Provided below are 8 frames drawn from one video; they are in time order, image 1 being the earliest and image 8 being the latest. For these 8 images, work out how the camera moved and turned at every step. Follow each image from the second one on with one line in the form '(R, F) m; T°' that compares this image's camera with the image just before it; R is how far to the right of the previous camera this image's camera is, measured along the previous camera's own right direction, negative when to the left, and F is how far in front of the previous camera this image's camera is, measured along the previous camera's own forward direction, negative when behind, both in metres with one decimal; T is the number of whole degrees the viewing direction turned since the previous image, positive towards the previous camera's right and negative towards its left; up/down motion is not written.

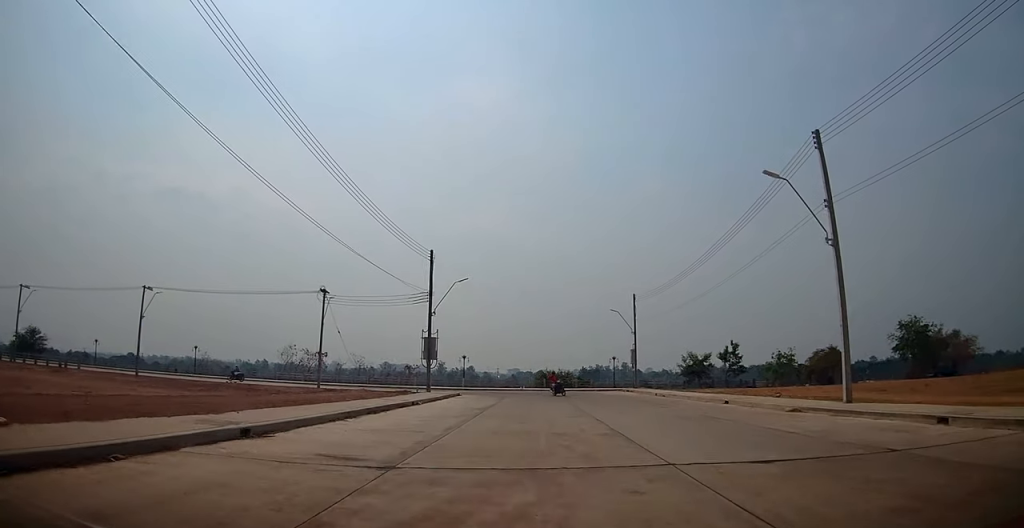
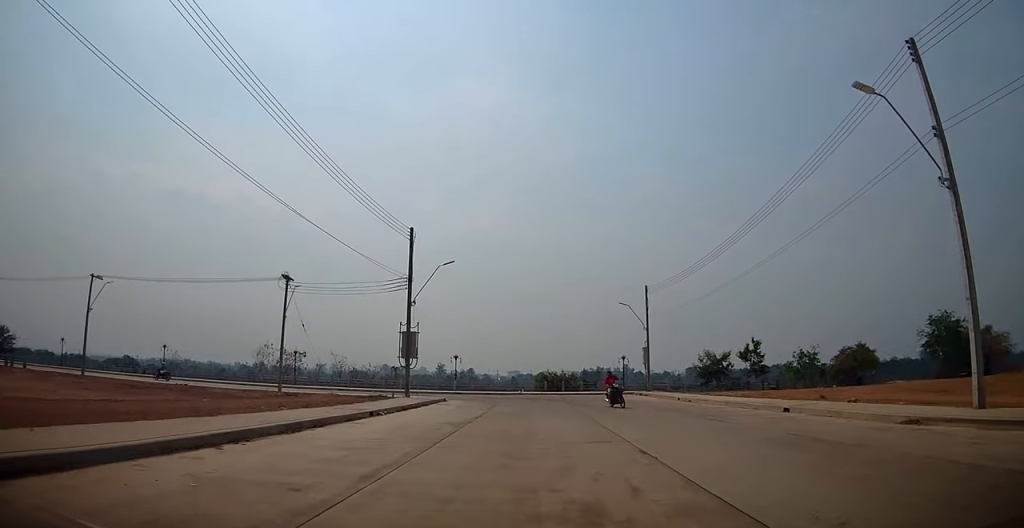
(+0.2, +7.1) m; +1°
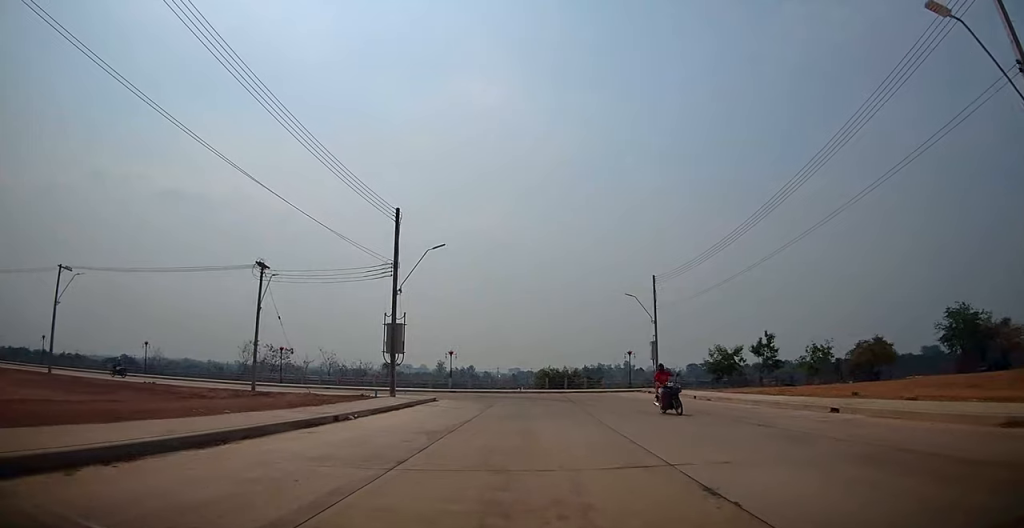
(+0.2, +3.8) m; +1°
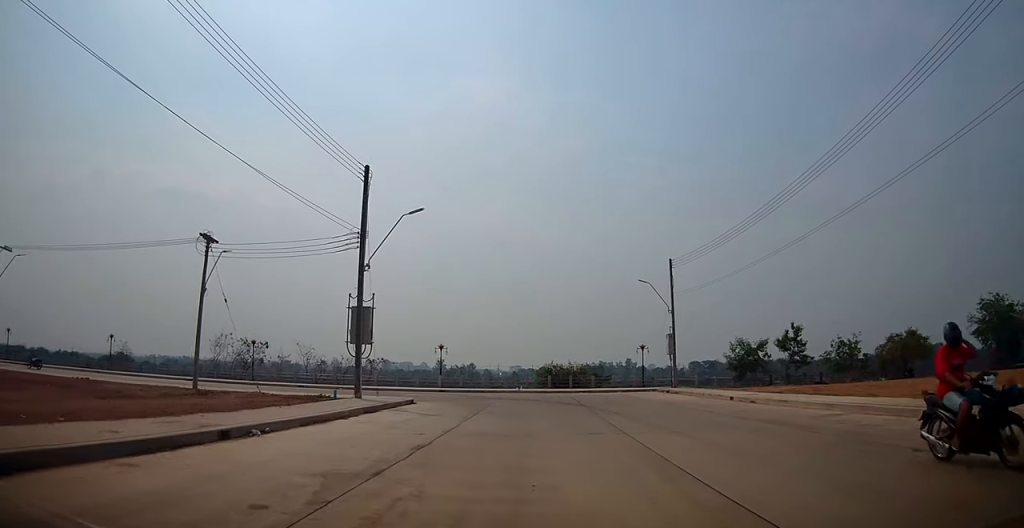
(-0.1, +6.6) m; +2°
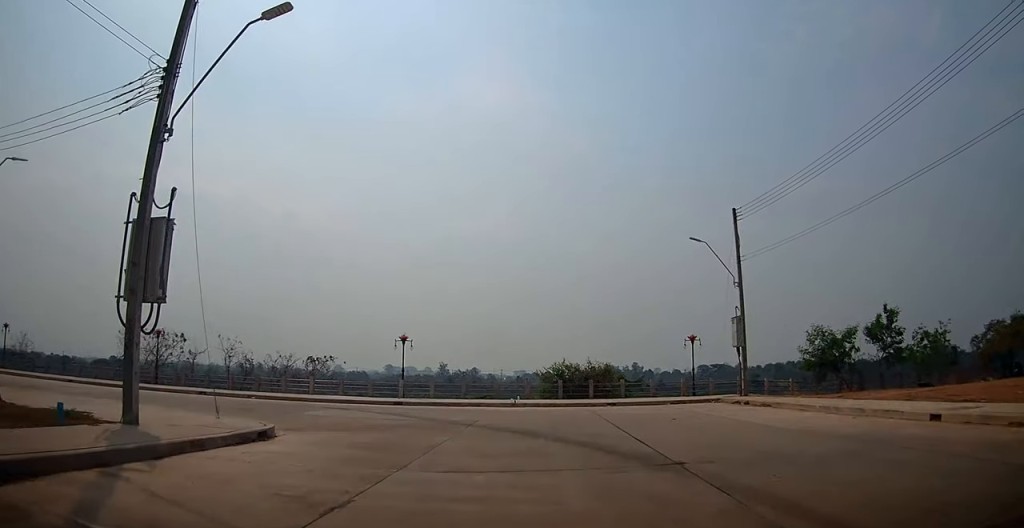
(-0.1, +16.4) m; -4°
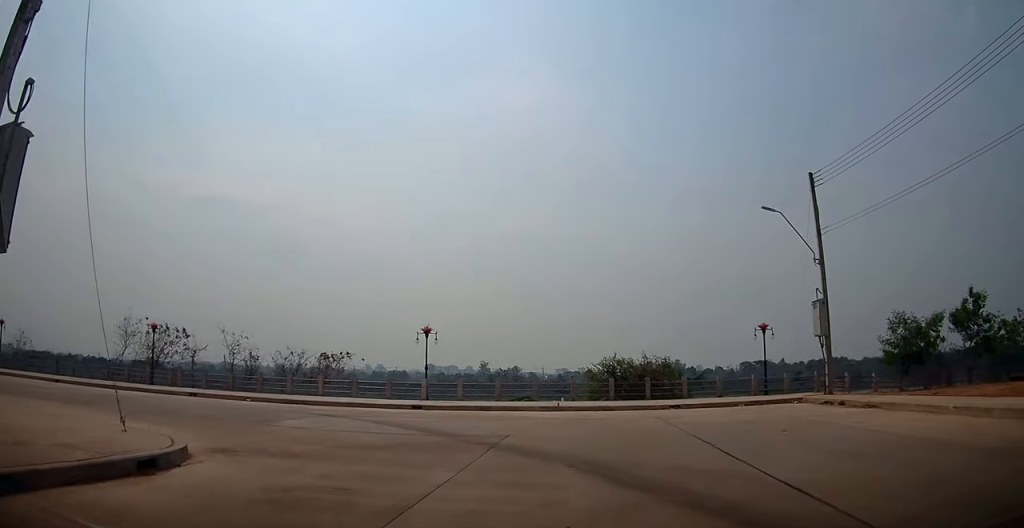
(-0.1, +5.5) m; -2°
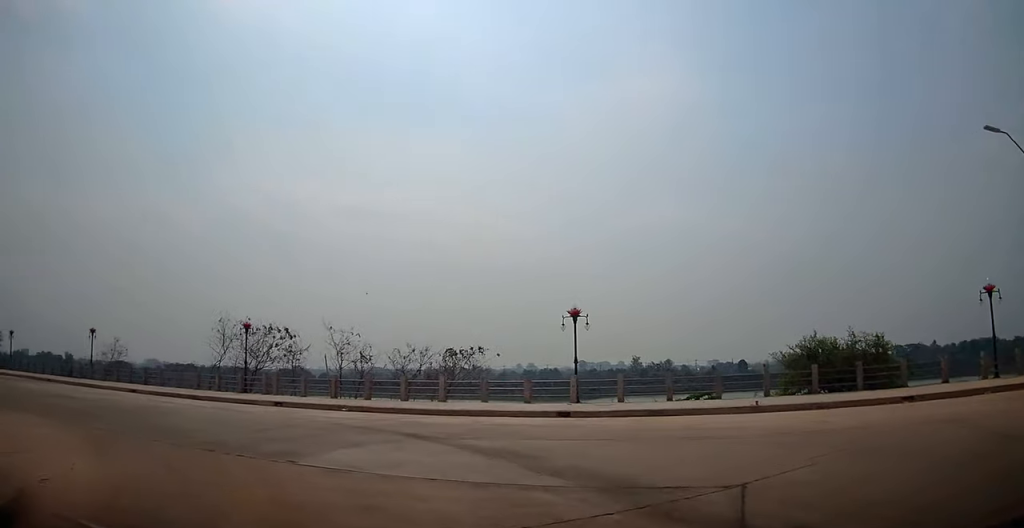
(-0.1, +6.7) m; -5°
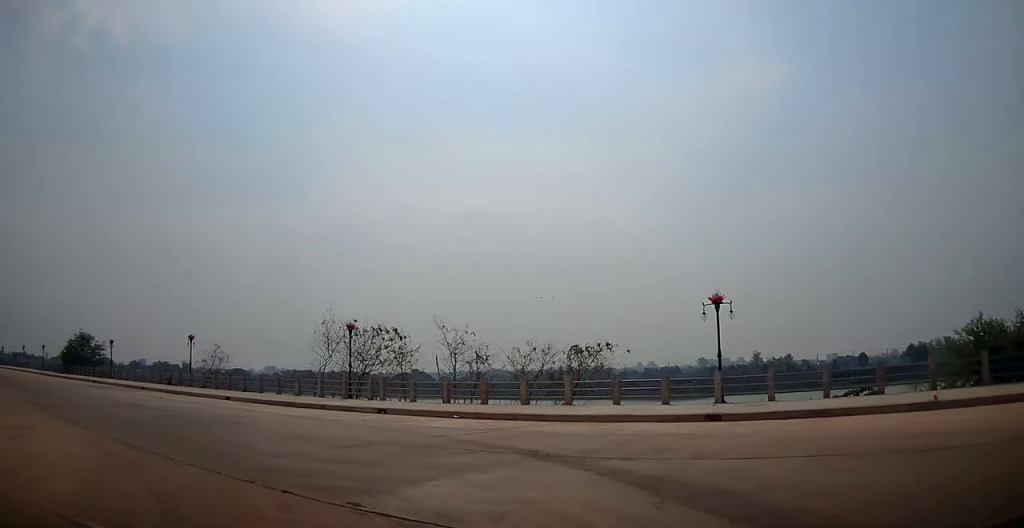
(-0.1, +2.8) m; -4°
